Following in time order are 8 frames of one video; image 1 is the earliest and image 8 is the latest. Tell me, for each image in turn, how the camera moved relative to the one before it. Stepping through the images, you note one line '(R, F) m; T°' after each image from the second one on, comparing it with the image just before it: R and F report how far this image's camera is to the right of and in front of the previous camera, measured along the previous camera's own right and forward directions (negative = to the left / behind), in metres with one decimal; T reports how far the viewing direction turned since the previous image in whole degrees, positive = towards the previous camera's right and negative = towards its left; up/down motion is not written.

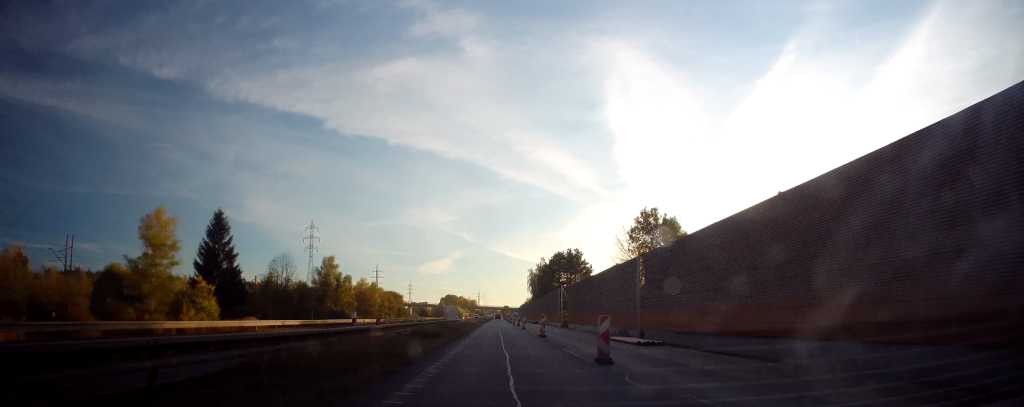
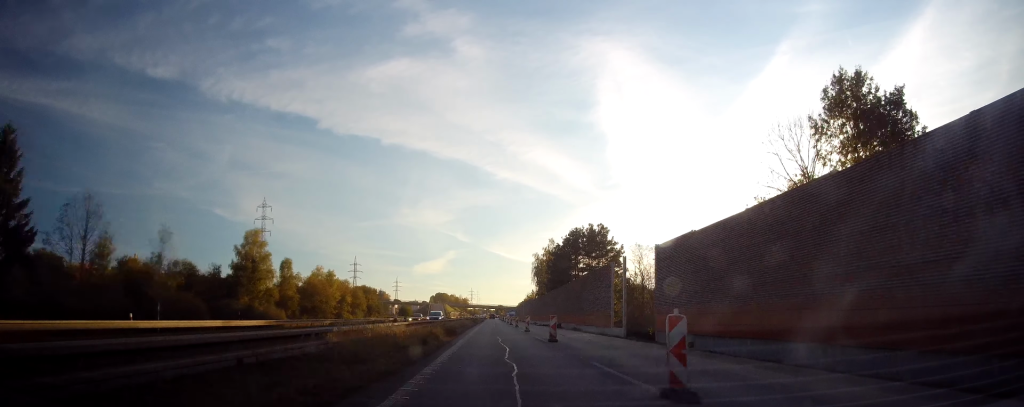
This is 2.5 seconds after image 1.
(+1.3, +41.6) m; +1°
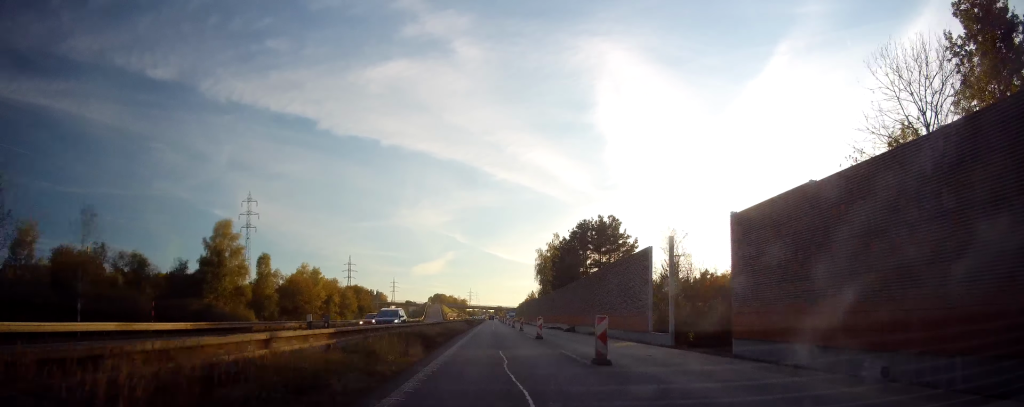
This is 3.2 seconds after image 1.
(-0.4, +11.0) m; -1°
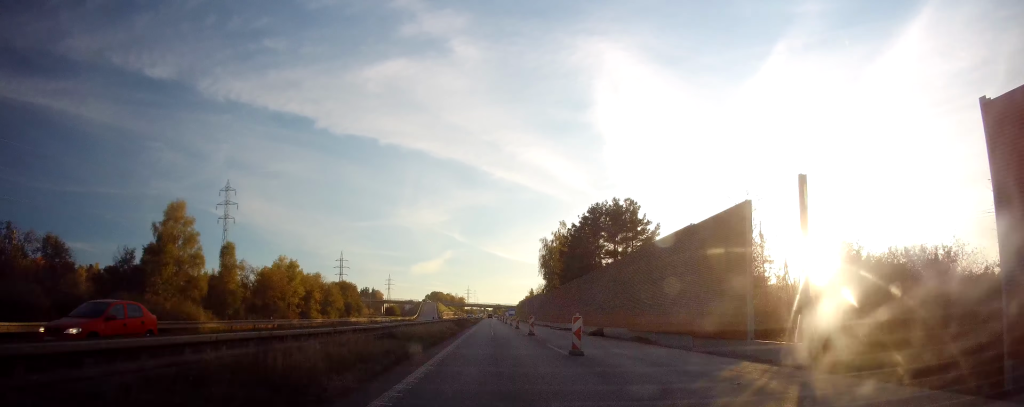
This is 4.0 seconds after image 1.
(+0.1, +13.7) m; 0°
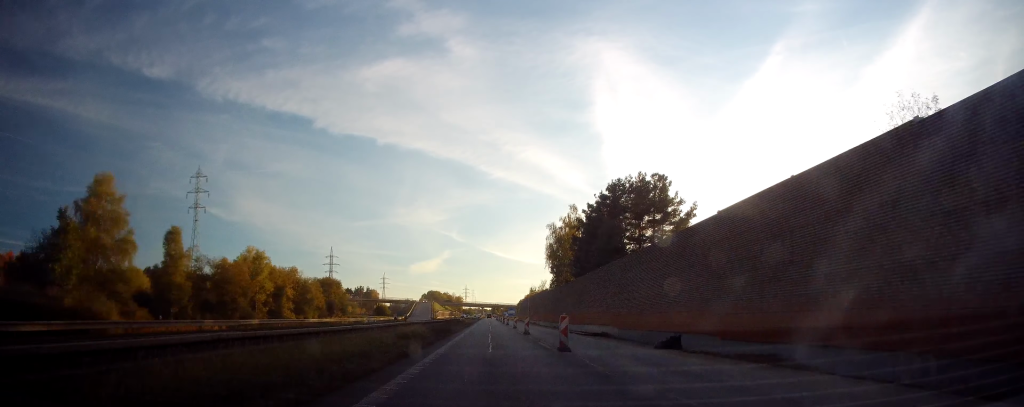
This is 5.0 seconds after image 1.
(+0.1, +16.0) m; 0°
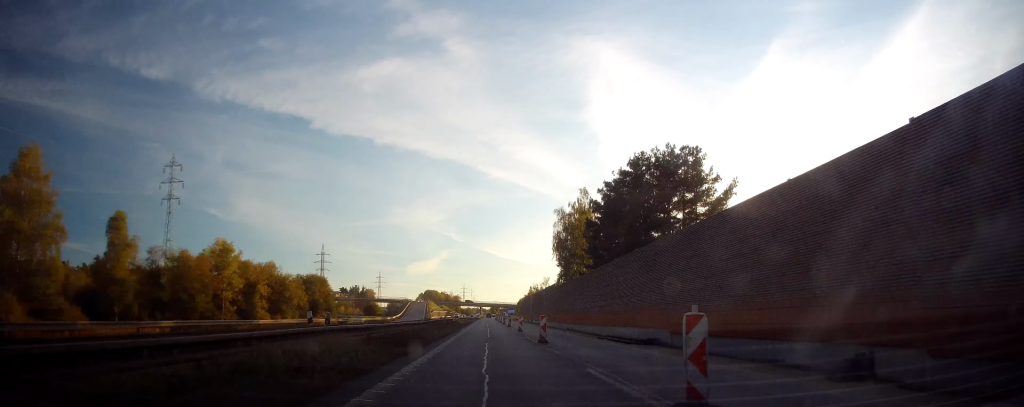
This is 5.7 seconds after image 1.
(0.0, +12.2) m; 0°
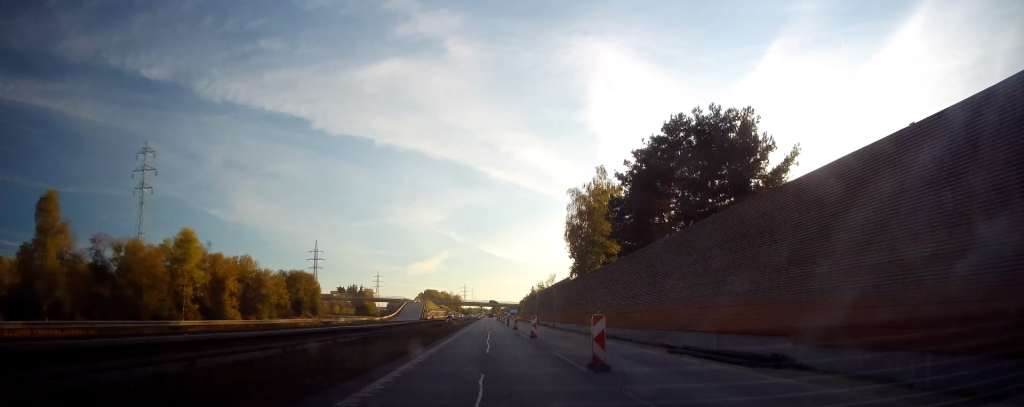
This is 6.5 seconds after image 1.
(0.0, +12.1) m; -1°
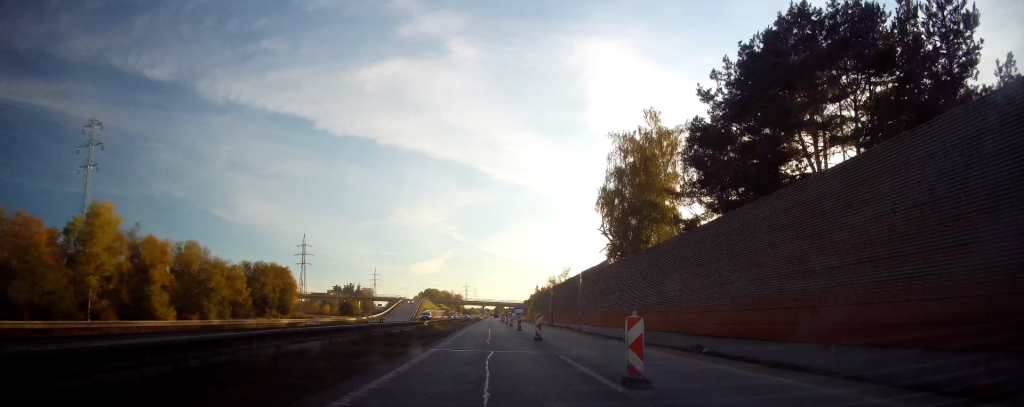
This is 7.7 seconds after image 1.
(0.0, +20.2) m; +1°
